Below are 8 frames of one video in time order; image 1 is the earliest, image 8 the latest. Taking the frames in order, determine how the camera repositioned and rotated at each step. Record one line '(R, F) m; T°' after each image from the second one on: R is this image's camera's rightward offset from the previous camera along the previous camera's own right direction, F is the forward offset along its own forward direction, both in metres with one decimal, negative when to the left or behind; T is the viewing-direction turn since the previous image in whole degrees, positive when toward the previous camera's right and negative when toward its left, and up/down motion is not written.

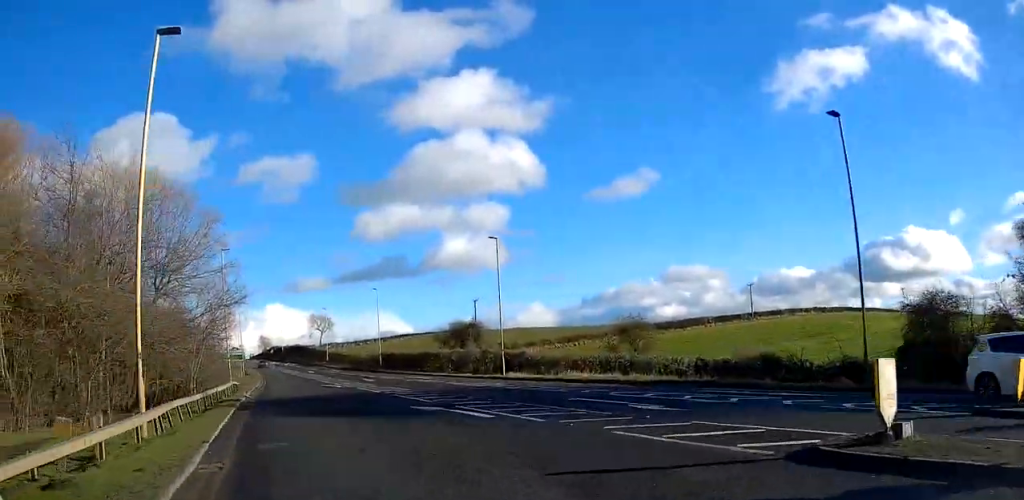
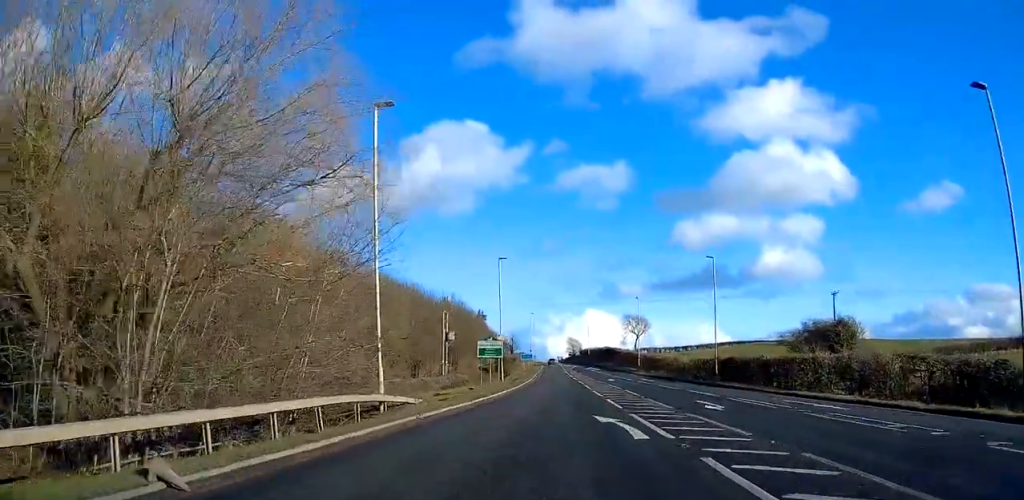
(-8.4, +26.5) m; -28°
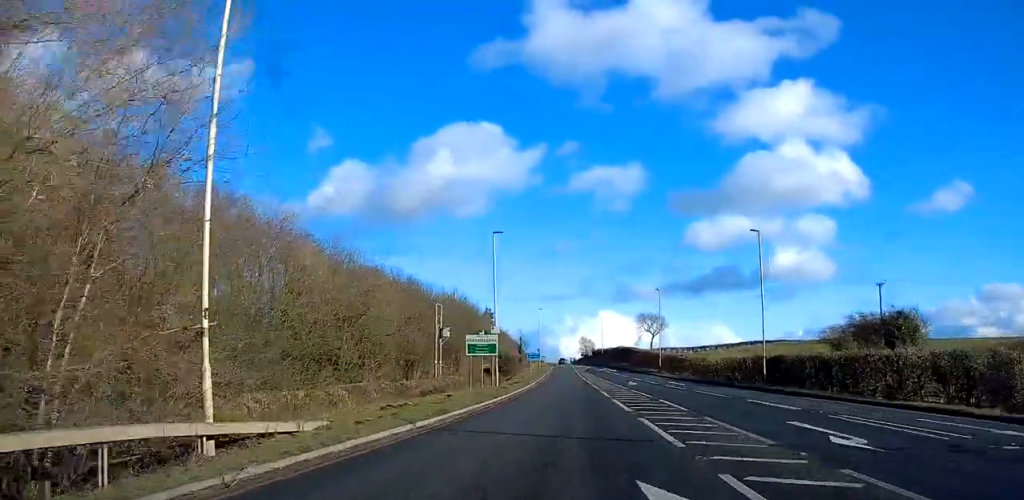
(-0.3, +10.7) m; -3°
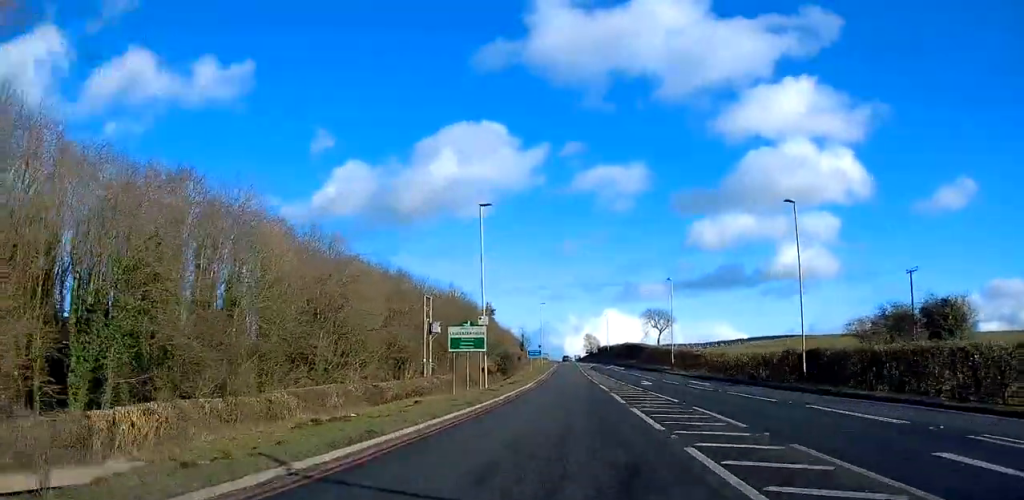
(-0.2, +6.7) m; -1°
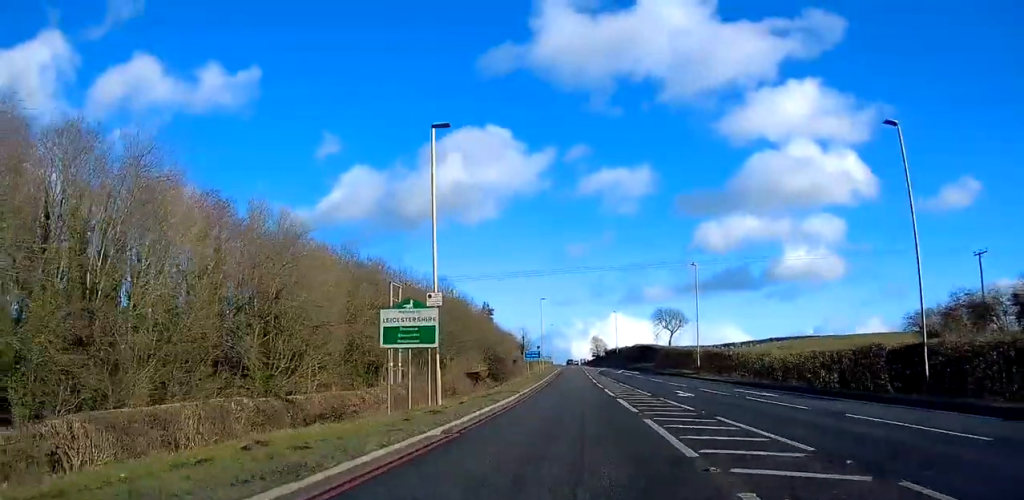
(-0.3, +12.9) m; -2°
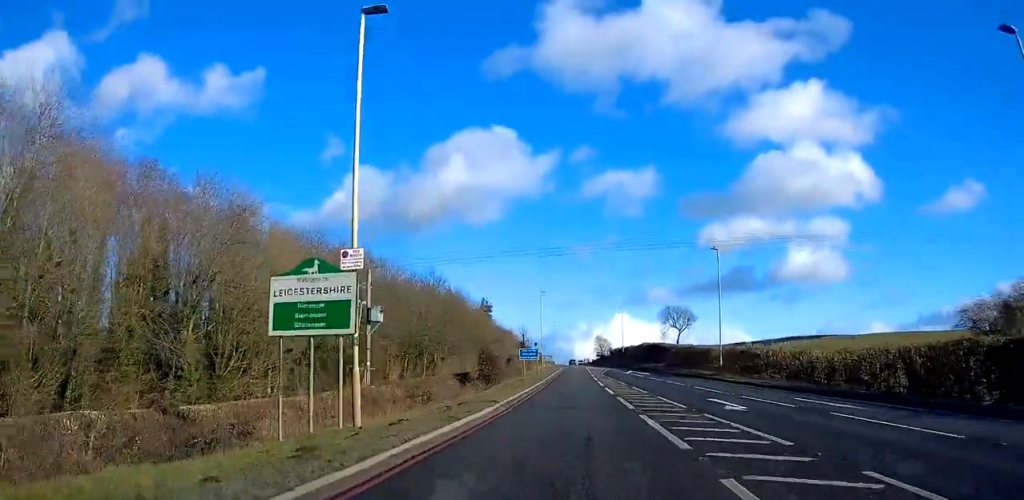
(+0.1, +8.6) m; -1°
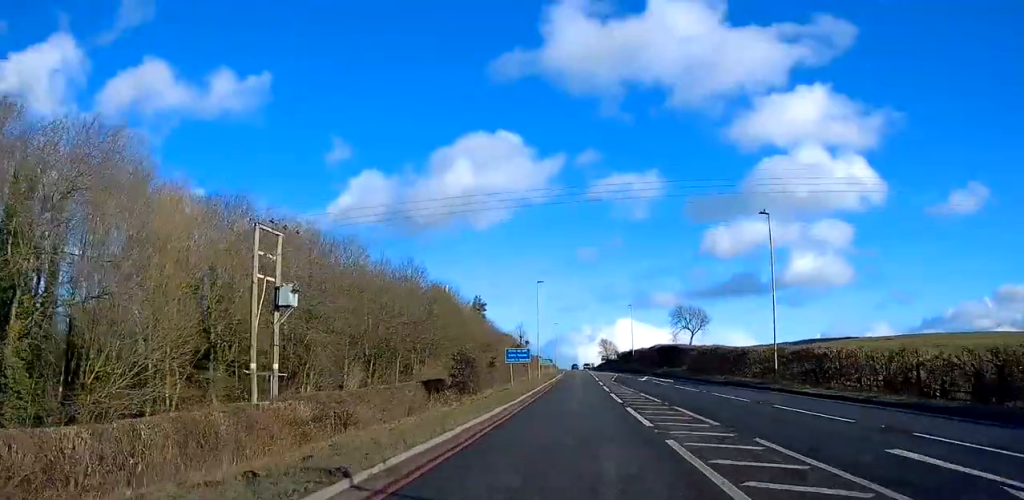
(-0.4, +14.3) m; 0°
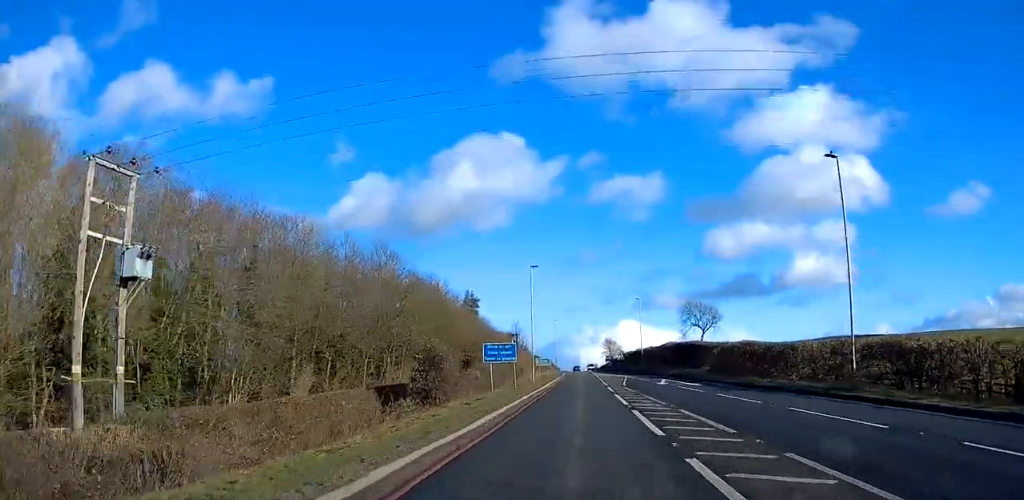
(+0.3, +11.1) m; +1°
